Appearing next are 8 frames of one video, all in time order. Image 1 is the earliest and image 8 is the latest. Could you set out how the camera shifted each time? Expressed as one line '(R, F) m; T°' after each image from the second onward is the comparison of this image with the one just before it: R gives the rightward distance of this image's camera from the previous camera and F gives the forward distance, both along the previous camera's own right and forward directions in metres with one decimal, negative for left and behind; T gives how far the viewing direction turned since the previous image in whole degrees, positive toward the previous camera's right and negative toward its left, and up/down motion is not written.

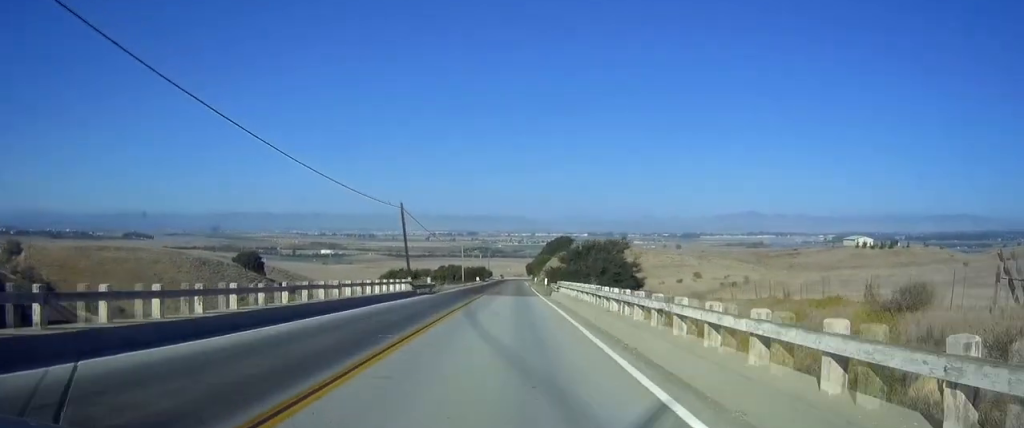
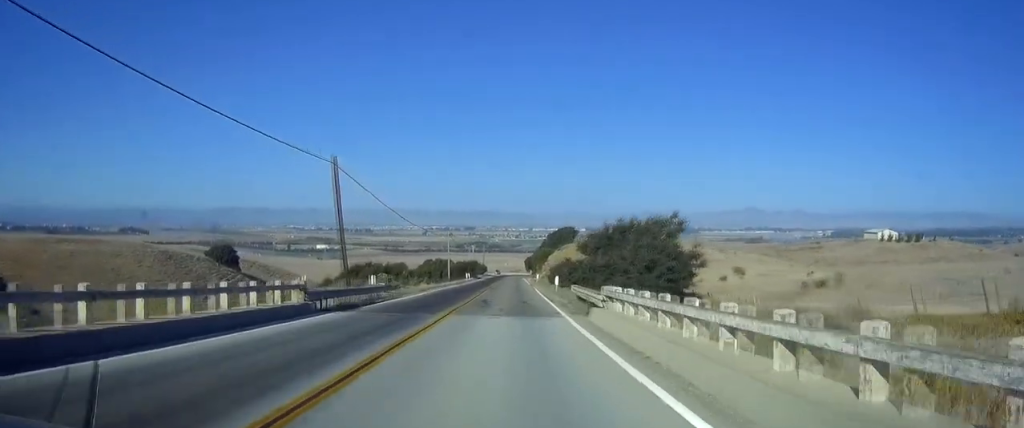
(-0.1, +21.5) m; 0°
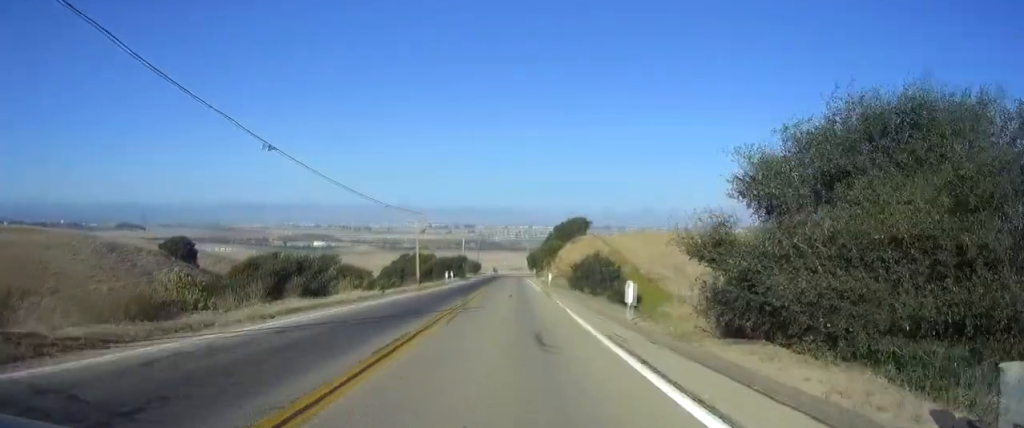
(+0.3, +31.6) m; +1°
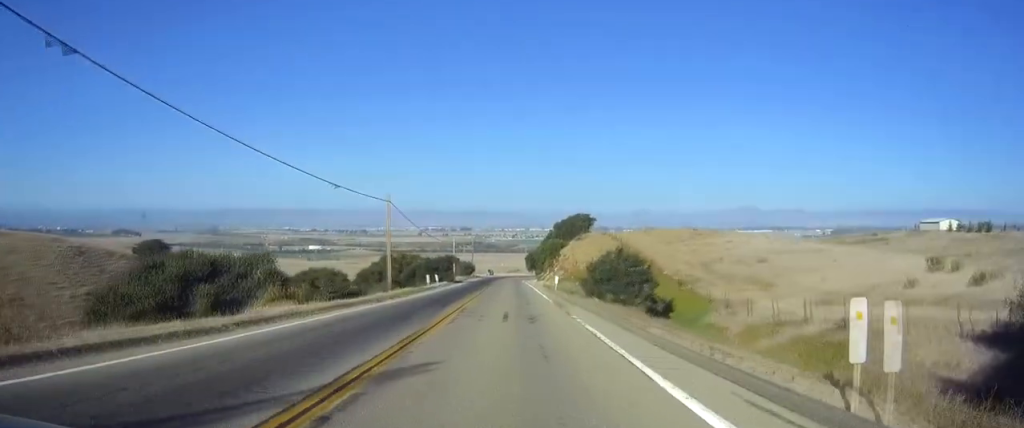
(+0.2, +13.6) m; 0°
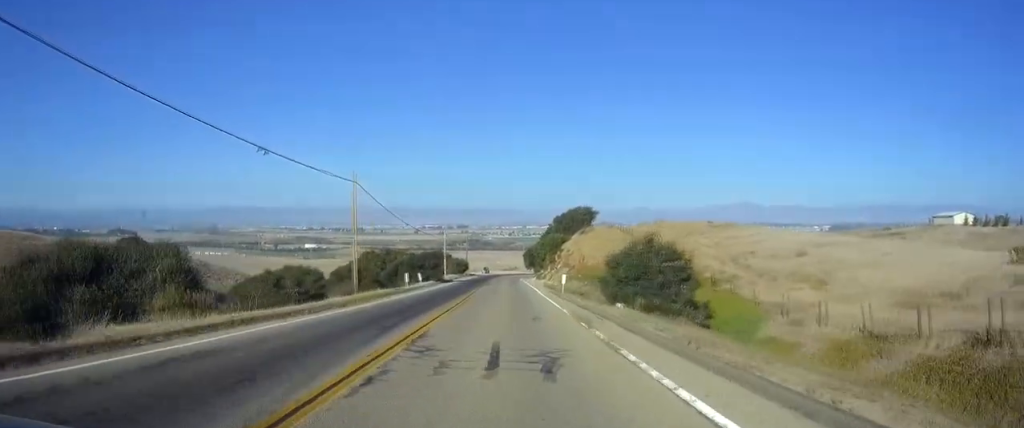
(-0.2, +10.3) m; 0°
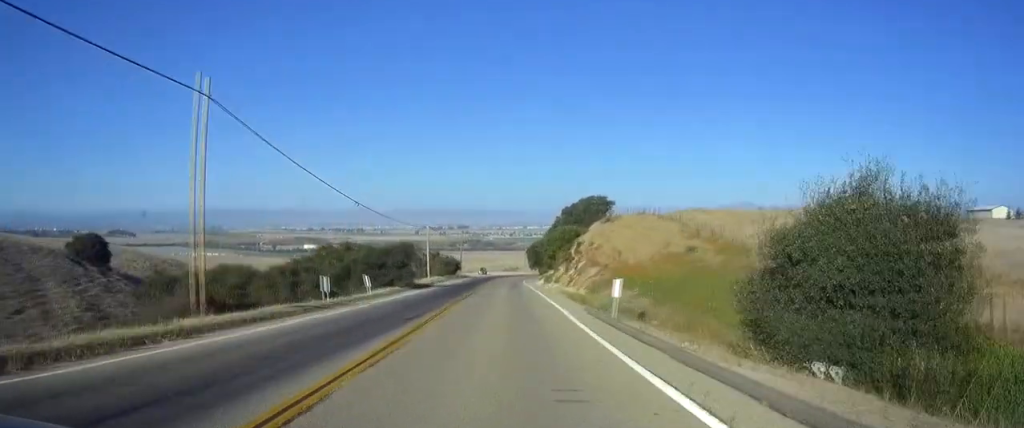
(-0.1, +21.5) m; 0°
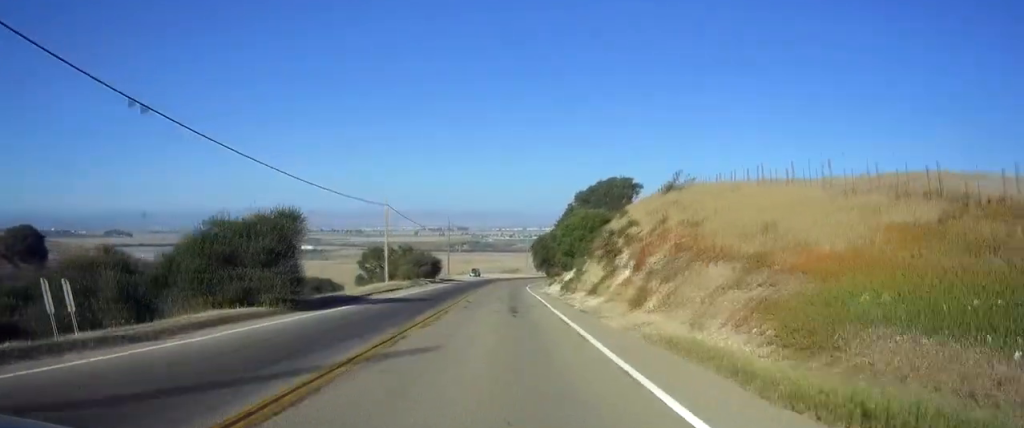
(+0.3, +26.3) m; +1°
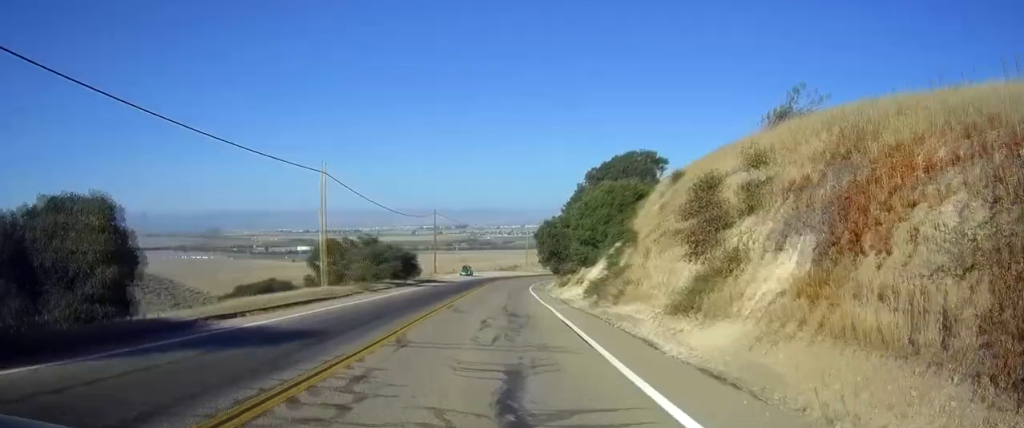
(-0.1, +18.0) m; 0°
